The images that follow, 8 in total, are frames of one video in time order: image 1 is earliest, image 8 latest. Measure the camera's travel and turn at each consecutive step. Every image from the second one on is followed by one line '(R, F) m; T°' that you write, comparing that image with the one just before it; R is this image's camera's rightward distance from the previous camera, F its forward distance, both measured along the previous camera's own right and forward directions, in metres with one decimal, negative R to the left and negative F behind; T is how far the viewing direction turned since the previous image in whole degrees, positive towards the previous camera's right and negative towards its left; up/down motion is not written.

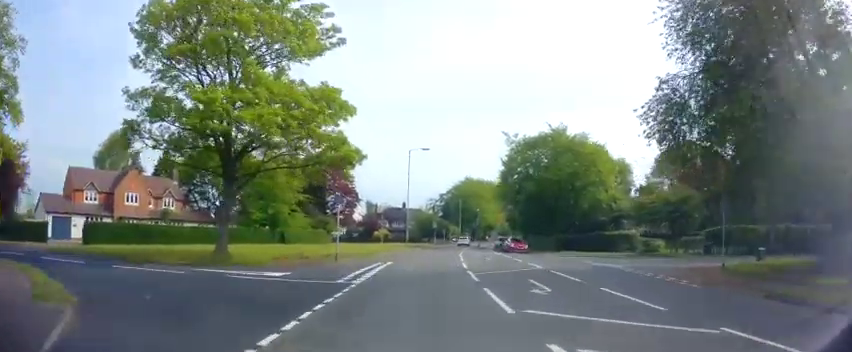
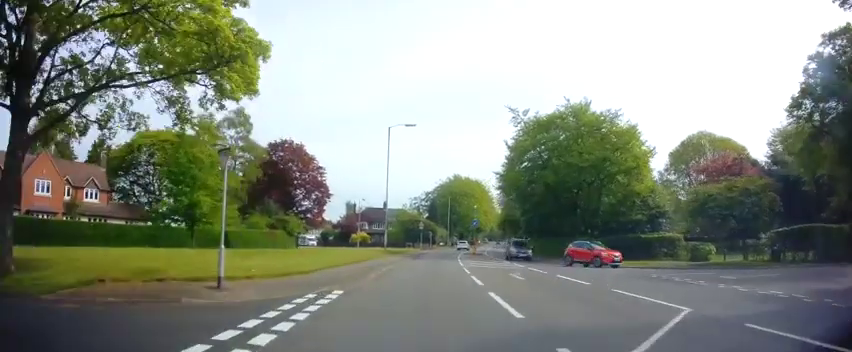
(+0.4, +12.7) m; +2°
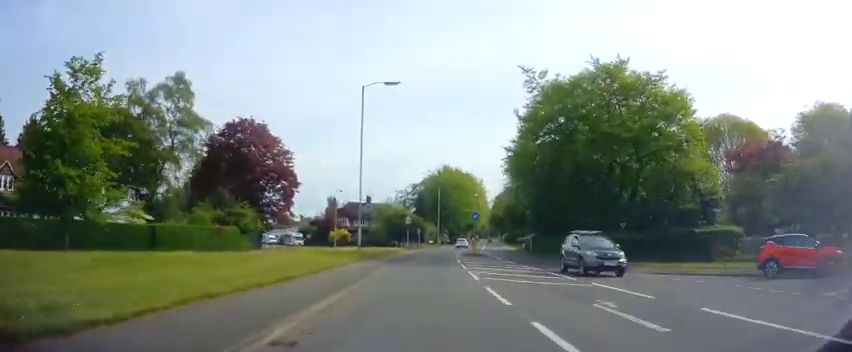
(+0.1, +10.7) m; +1°
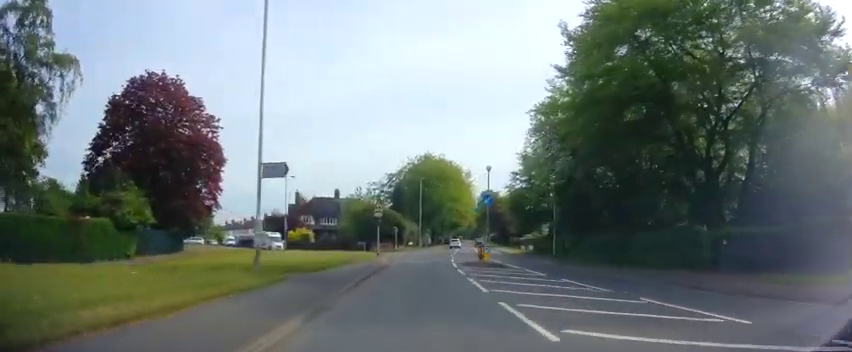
(+0.1, +16.0) m; +4°
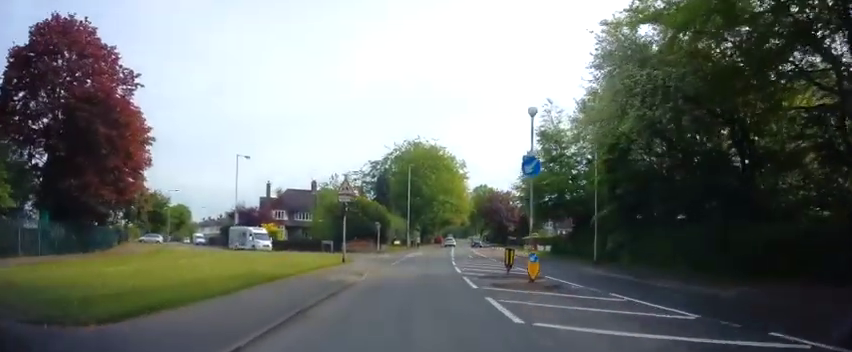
(+0.5, +11.0) m; +2°
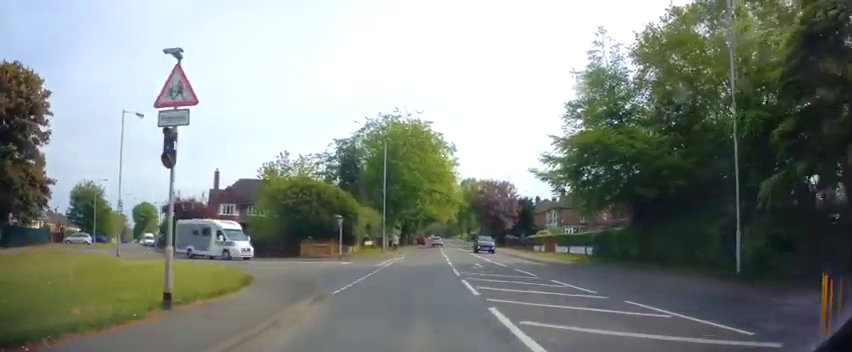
(-0.1, +14.6) m; 0°
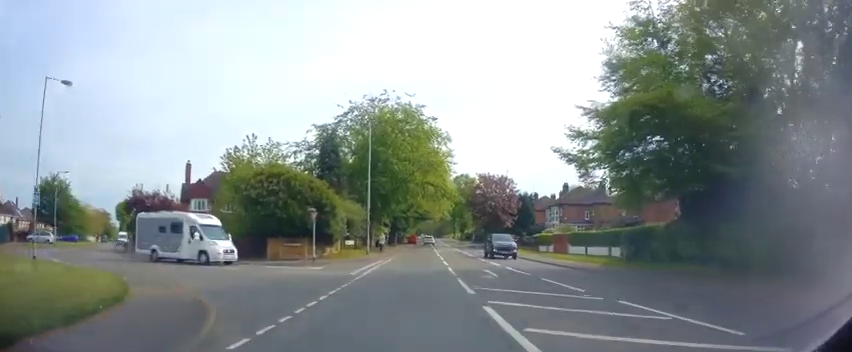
(0.0, +6.4) m; +1°
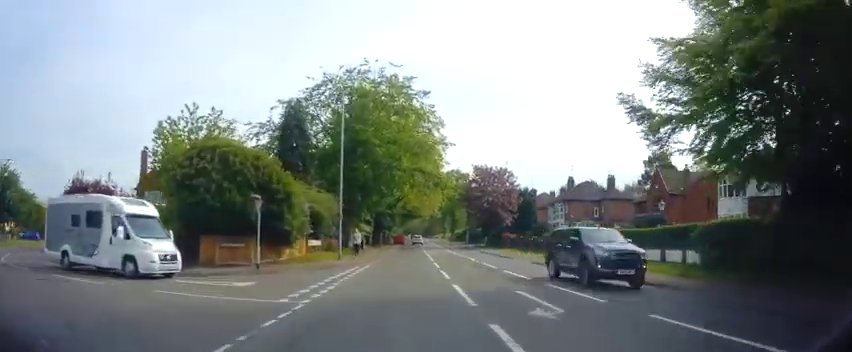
(+0.1, +8.3) m; +2°
